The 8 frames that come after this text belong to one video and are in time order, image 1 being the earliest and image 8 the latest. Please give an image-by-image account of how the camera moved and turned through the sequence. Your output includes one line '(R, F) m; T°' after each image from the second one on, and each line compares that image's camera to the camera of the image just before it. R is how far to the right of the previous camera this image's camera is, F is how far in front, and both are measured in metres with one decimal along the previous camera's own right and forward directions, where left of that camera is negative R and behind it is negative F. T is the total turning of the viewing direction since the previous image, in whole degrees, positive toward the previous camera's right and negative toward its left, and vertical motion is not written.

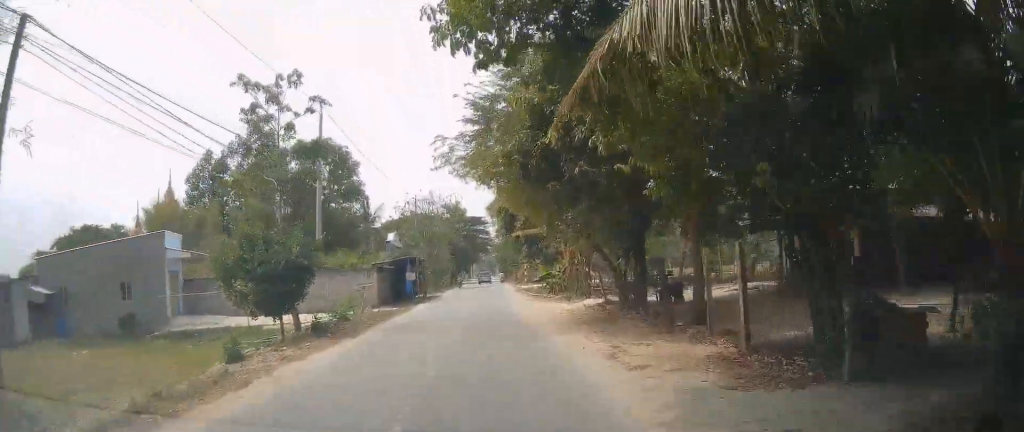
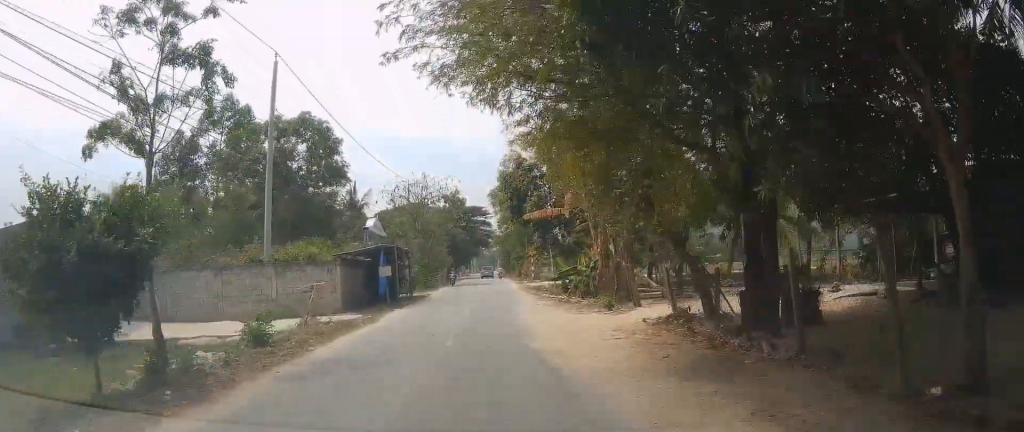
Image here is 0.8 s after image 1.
(0.0, +8.5) m; 0°
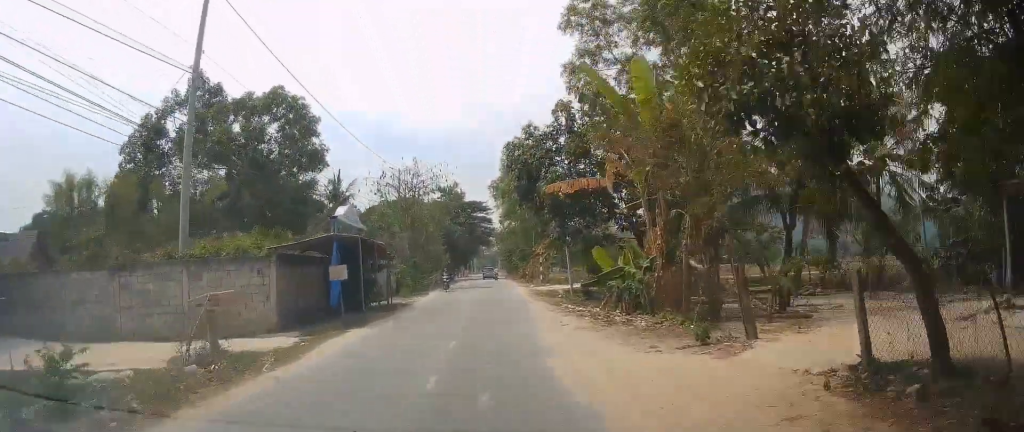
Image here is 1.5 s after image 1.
(0.0, +7.7) m; 0°
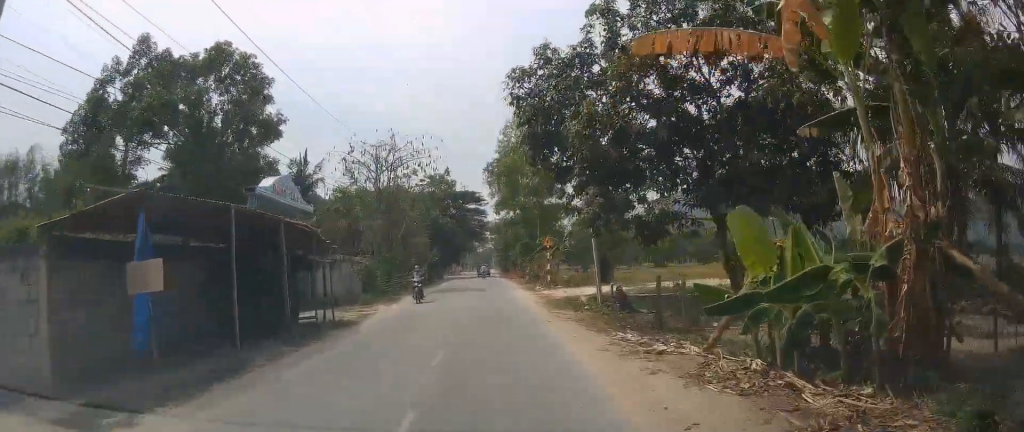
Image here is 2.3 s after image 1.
(0.0, +9.7) m; 0°
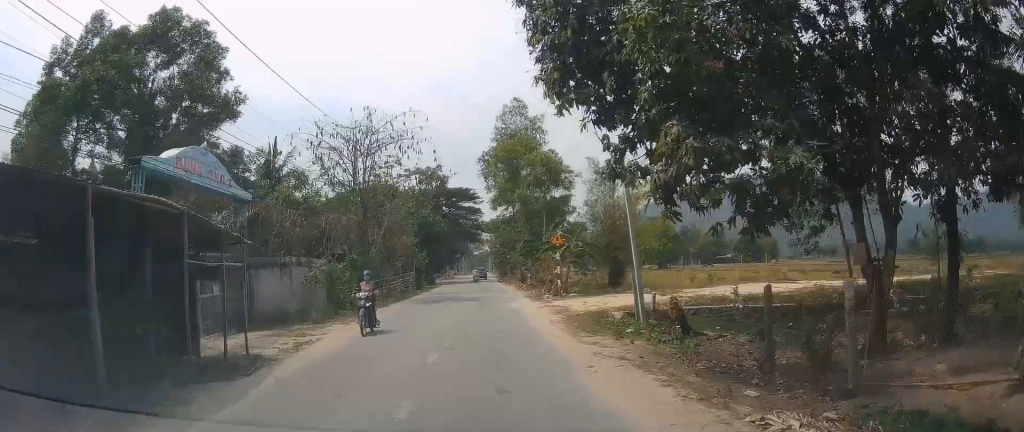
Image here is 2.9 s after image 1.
(0.0, +6.9) m; +1°
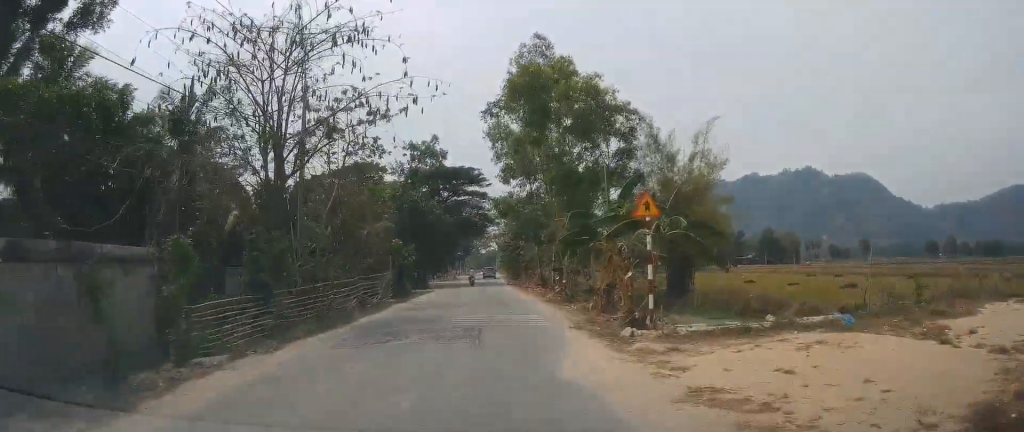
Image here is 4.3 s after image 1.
(+0.2, +16.0) m; 0°
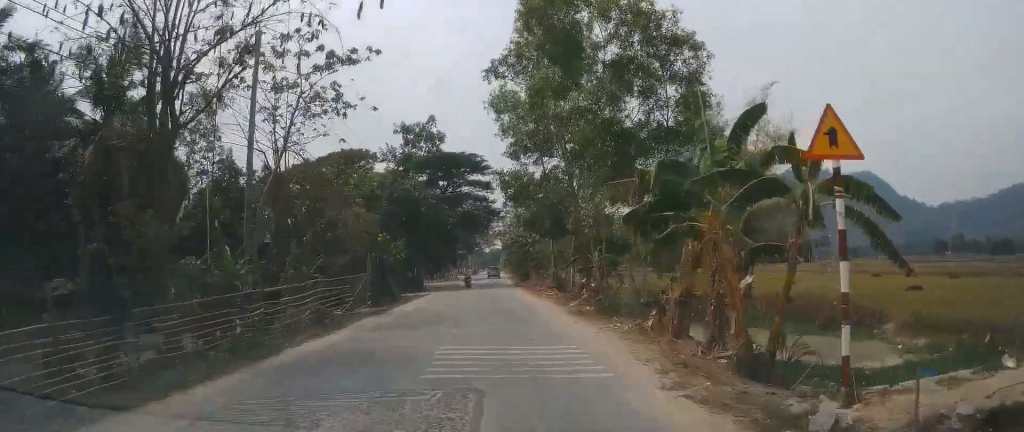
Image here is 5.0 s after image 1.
(-0.1, +7.9) m; -1°
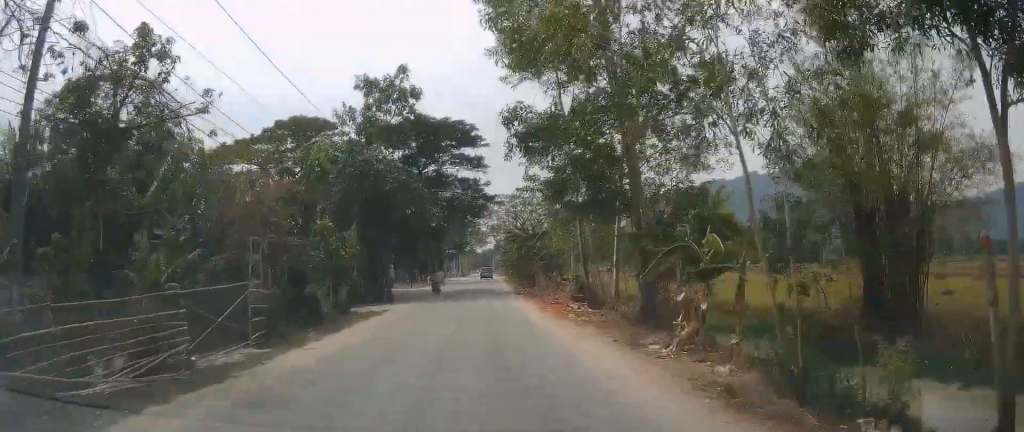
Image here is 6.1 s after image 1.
(0.0, +13.5) m; 0°
